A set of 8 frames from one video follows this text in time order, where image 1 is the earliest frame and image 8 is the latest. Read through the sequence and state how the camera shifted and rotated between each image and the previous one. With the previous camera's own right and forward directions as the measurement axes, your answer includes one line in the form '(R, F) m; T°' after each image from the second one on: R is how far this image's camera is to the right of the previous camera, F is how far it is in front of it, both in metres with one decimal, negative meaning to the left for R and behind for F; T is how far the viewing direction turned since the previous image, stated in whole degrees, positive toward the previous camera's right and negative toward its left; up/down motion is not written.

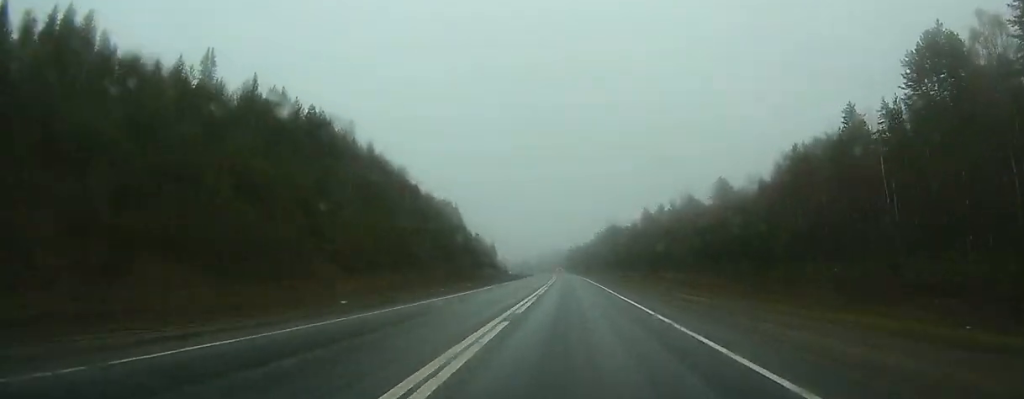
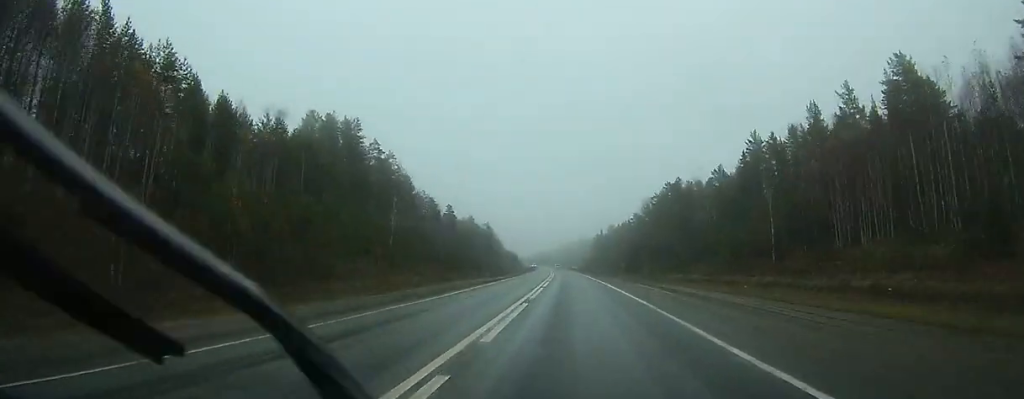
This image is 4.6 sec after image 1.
(-2.6, +126.5) m; -3°
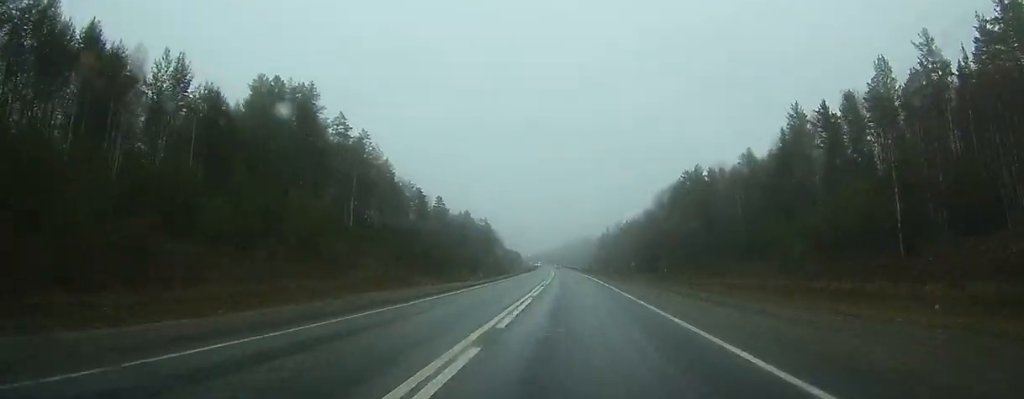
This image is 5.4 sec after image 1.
(-0.1, +21.9) m; -1°
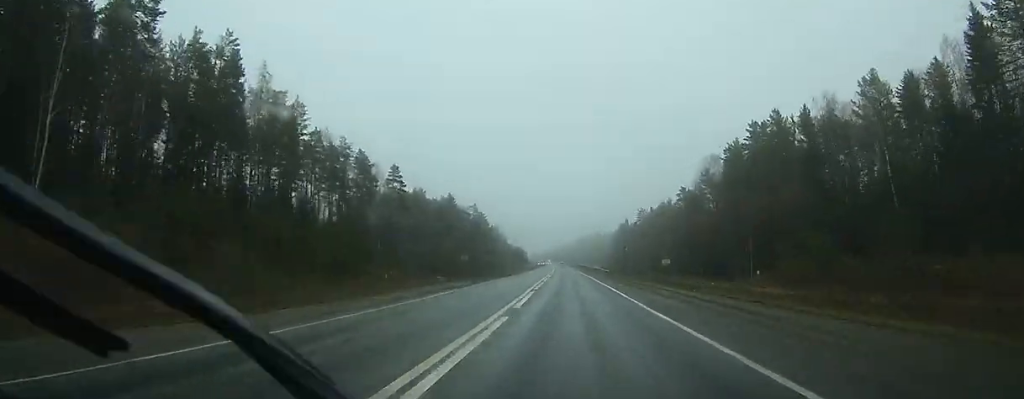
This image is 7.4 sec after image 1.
(-0.7, +54.6) m; -1°
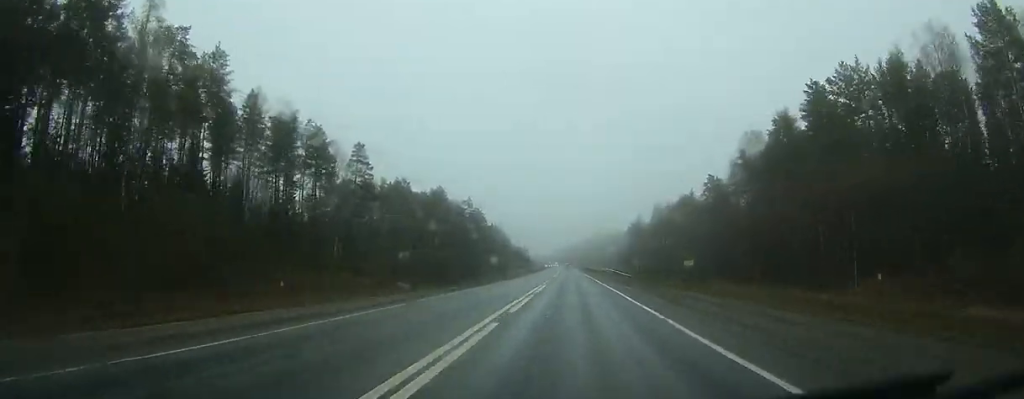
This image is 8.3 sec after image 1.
(-0.1, +25.5) m; -1°
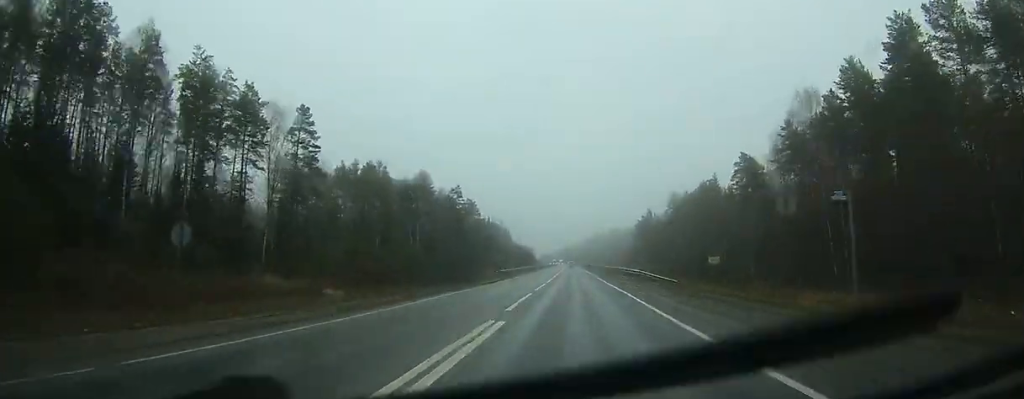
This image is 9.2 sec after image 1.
(-0.1, +23.7) m; 0°
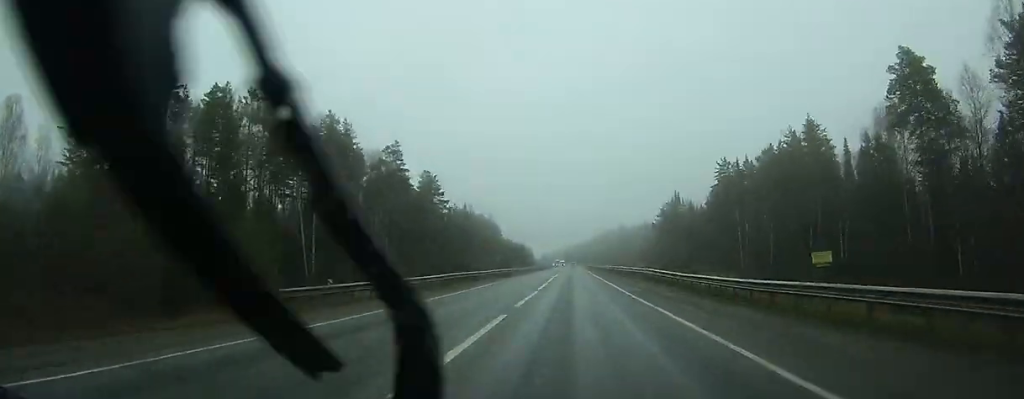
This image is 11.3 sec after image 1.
(-0.1, +58.5) m; 0°
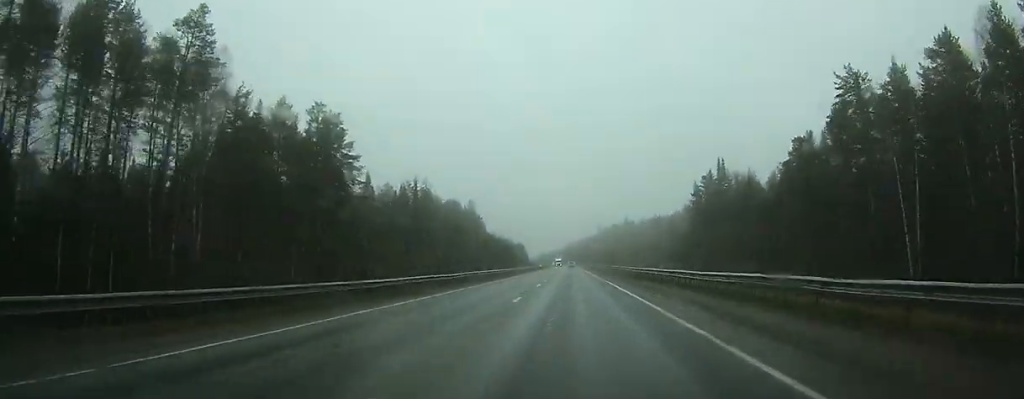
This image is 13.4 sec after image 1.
(+0.2, +56.9) m; 0°
